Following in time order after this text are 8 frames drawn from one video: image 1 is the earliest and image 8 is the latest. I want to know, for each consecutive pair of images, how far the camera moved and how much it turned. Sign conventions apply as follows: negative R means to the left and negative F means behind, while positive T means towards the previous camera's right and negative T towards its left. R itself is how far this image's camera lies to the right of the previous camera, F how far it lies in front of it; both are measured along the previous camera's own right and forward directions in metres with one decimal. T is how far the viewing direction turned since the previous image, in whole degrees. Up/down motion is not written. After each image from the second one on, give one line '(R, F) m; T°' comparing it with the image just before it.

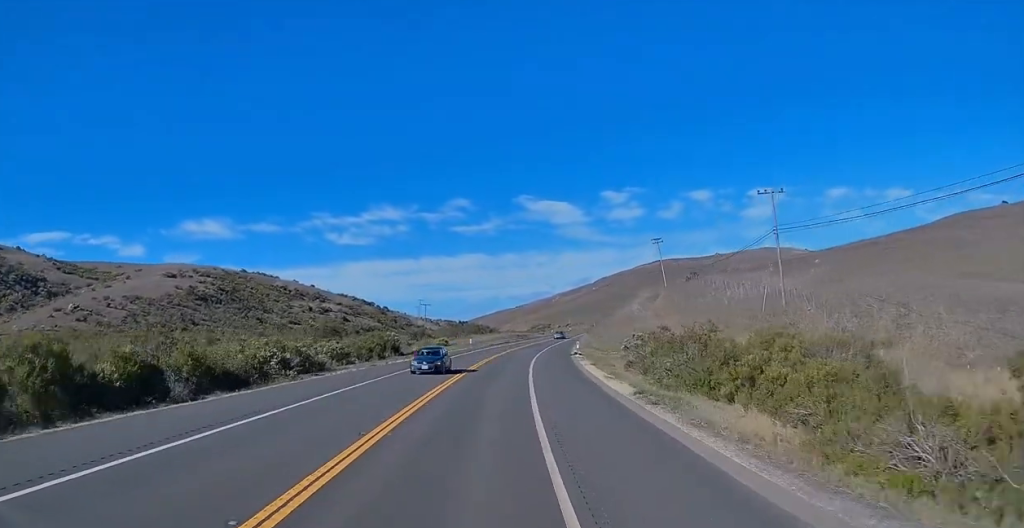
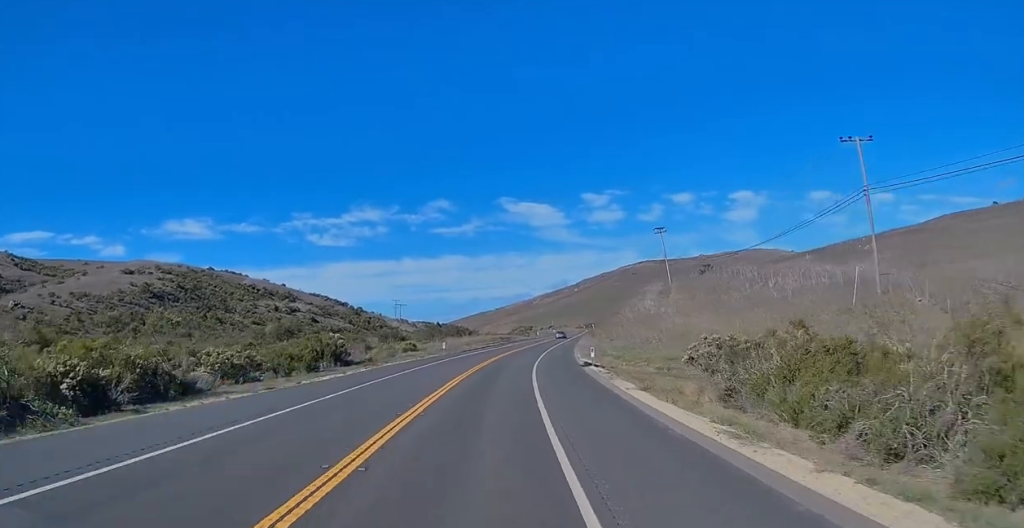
(+0.1, +18.4) m; +2°
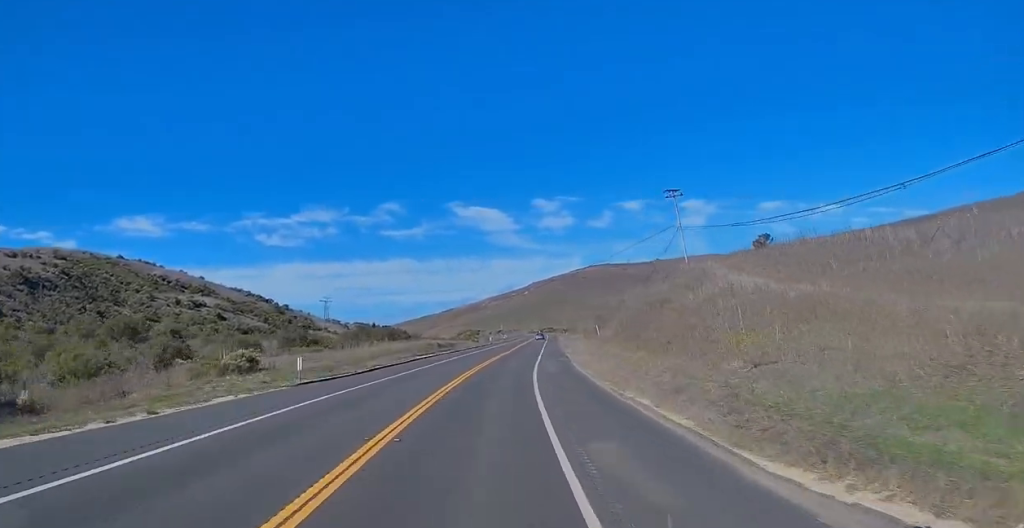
(+1.6, +42.6) m; +5°
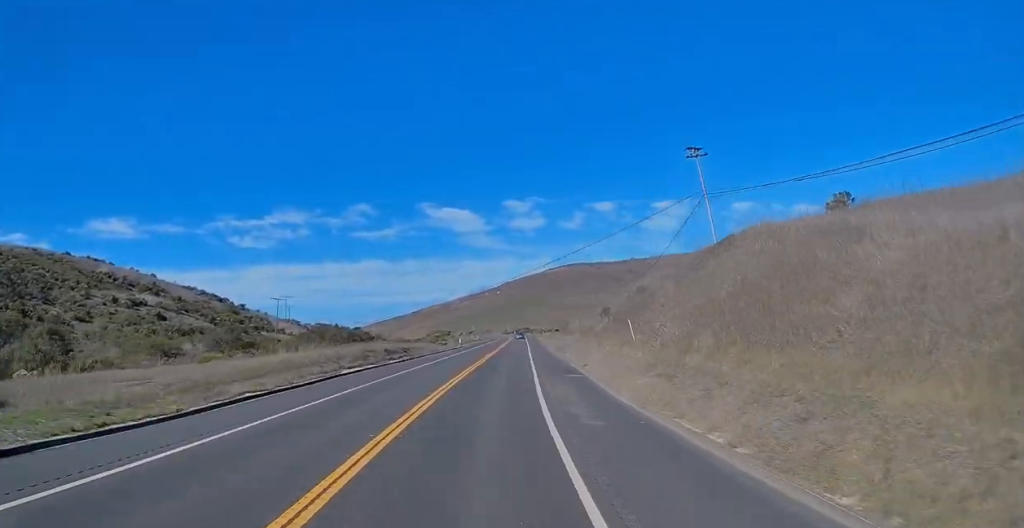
(+0.6, +20.8) m; +3°
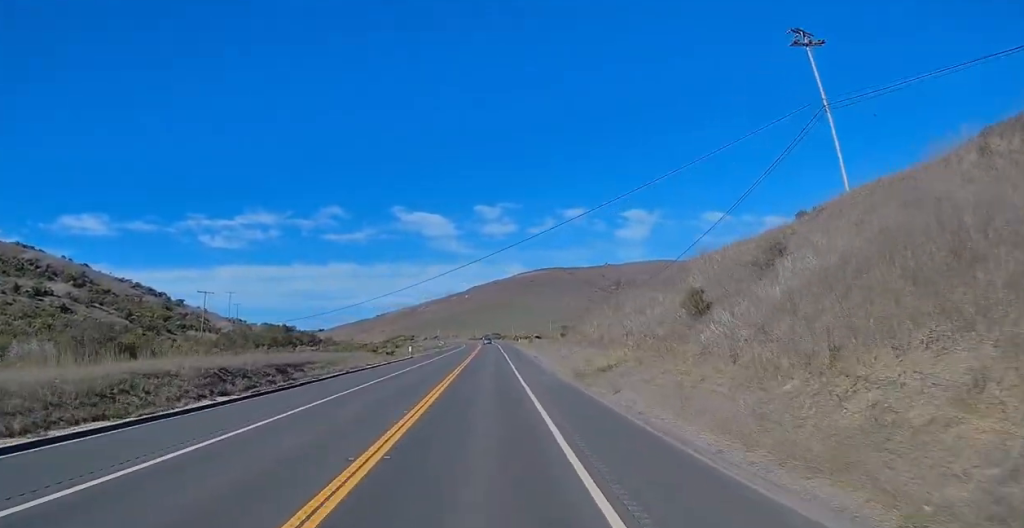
(+1.3, +30.9) m; +3°
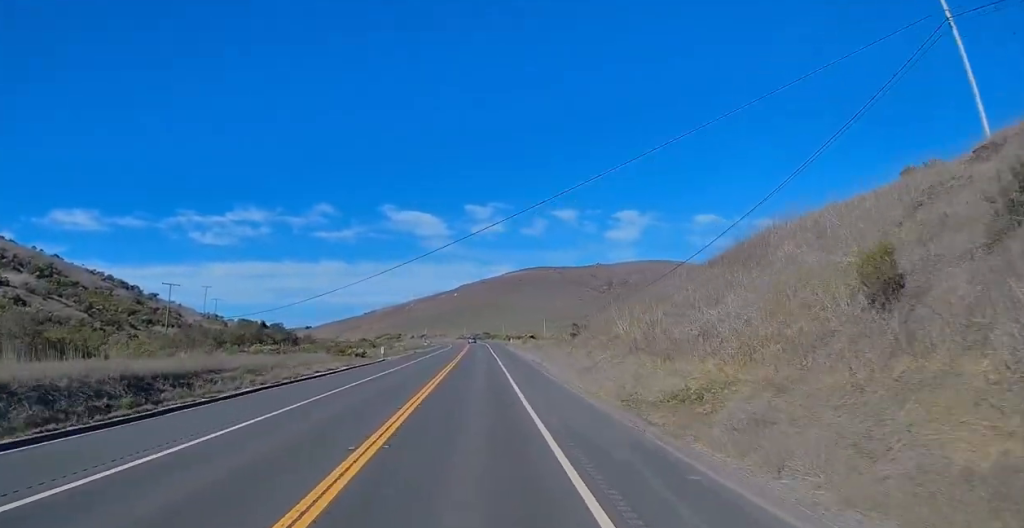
(+0.1, +13.2) m; 0°
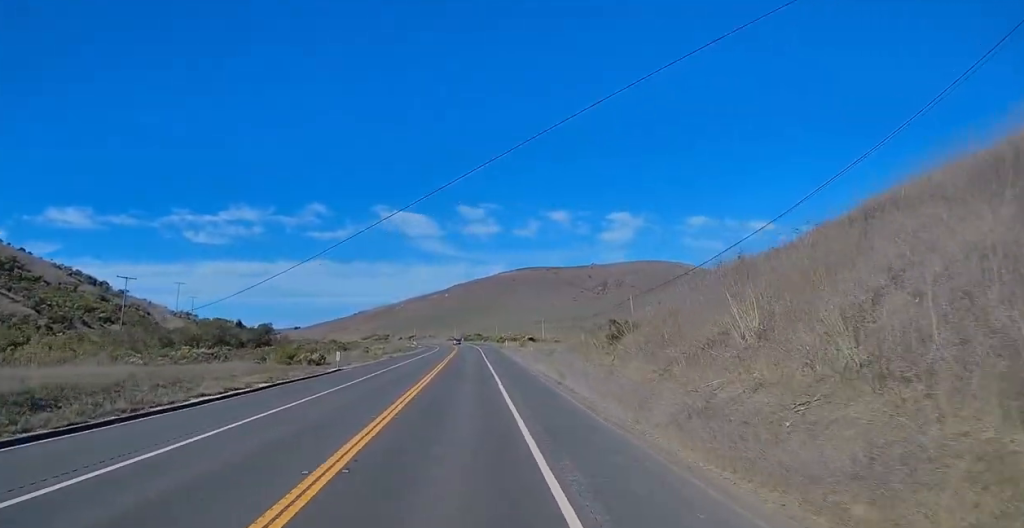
(0.0, +16.9) m; 0°
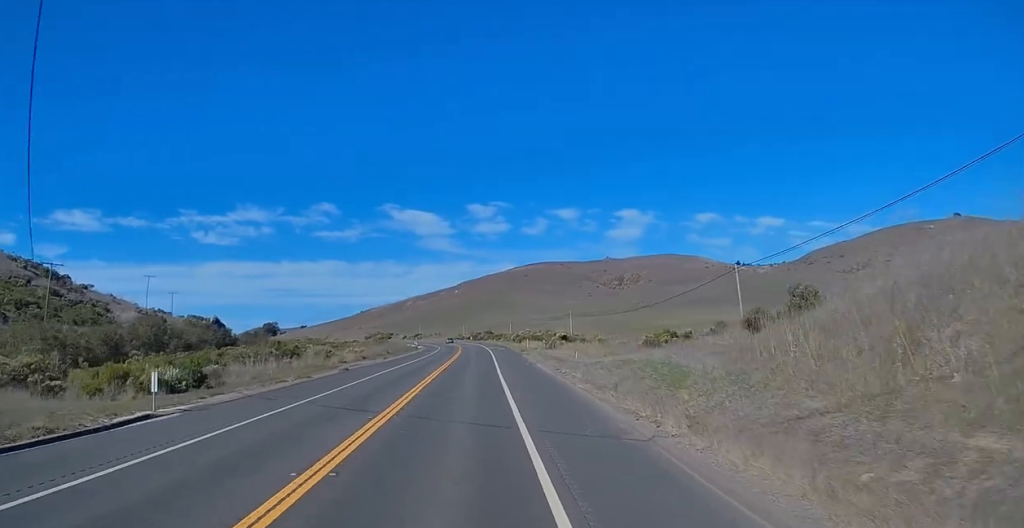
(0.0, +29.0) m; 0°
